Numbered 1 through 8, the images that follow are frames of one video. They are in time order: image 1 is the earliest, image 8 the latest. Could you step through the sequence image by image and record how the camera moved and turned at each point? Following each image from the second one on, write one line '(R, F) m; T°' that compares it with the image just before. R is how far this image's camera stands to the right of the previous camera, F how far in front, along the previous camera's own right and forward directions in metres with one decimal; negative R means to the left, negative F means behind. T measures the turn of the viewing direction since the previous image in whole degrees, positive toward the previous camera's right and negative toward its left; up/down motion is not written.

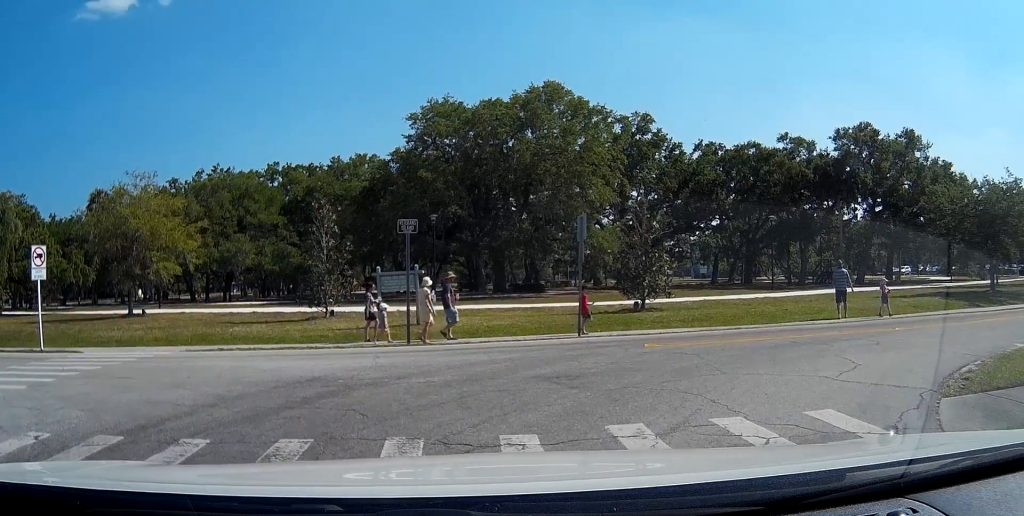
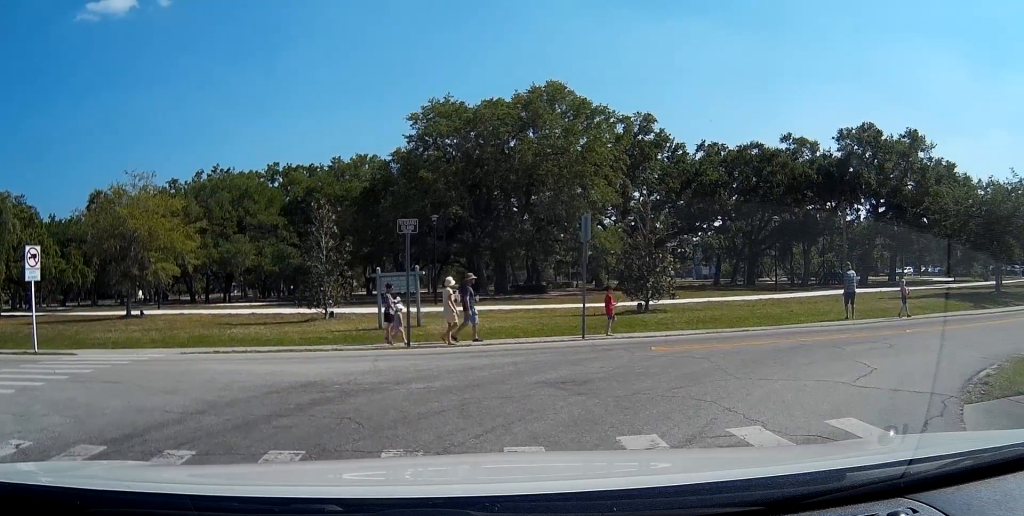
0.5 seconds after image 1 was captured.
(0.0, +0.2) m; 0°
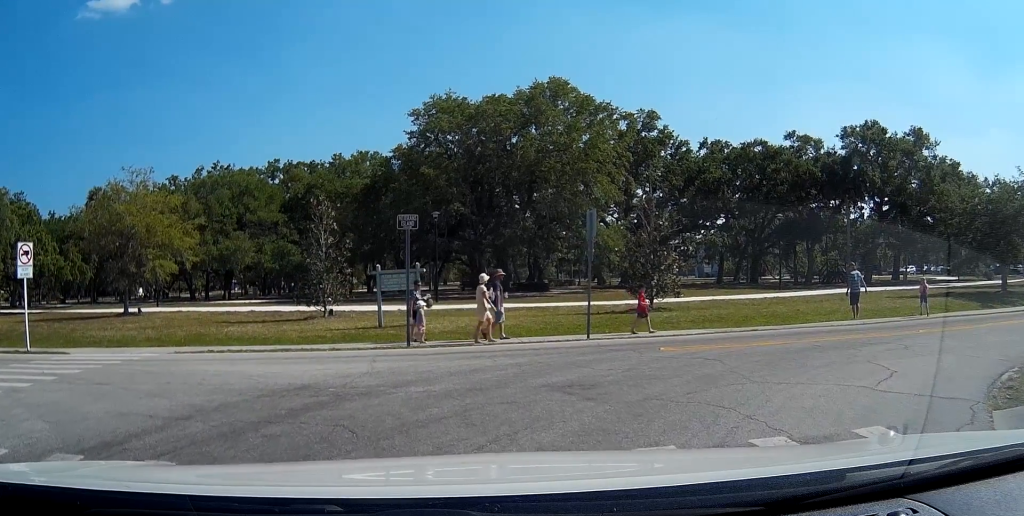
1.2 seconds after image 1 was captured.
(0.0, +0.1) m; 0°
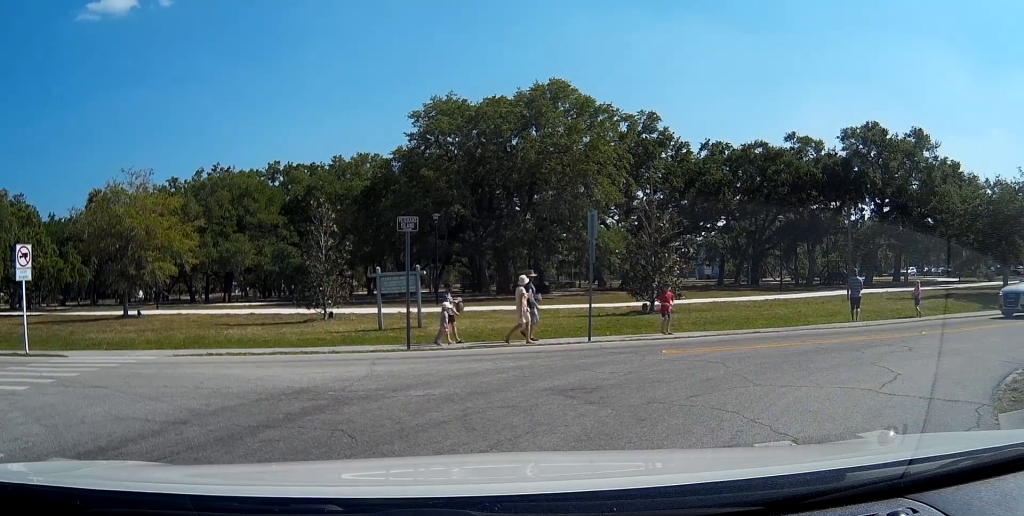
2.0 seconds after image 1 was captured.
(0.0, +0.1) m; 0°
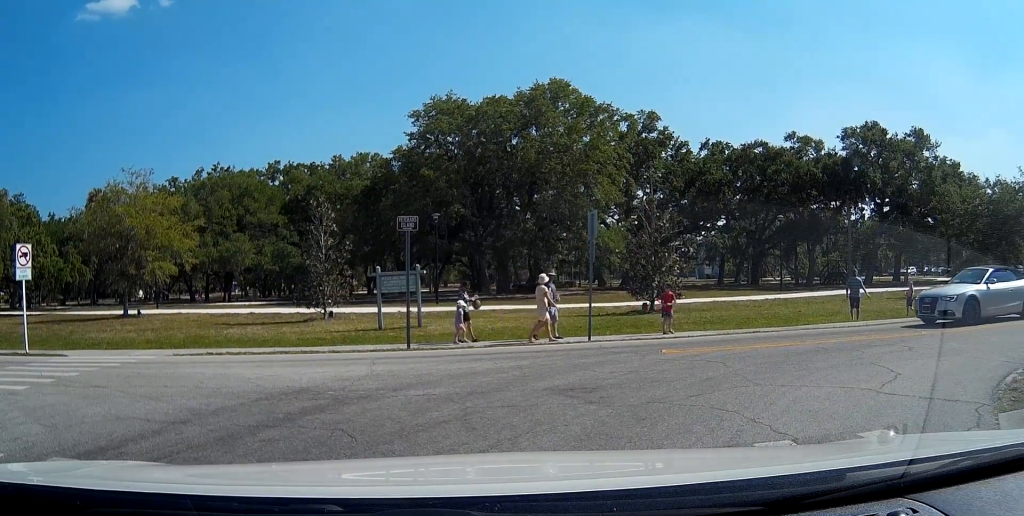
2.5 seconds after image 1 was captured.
(0.0, 0.0) m; 0°
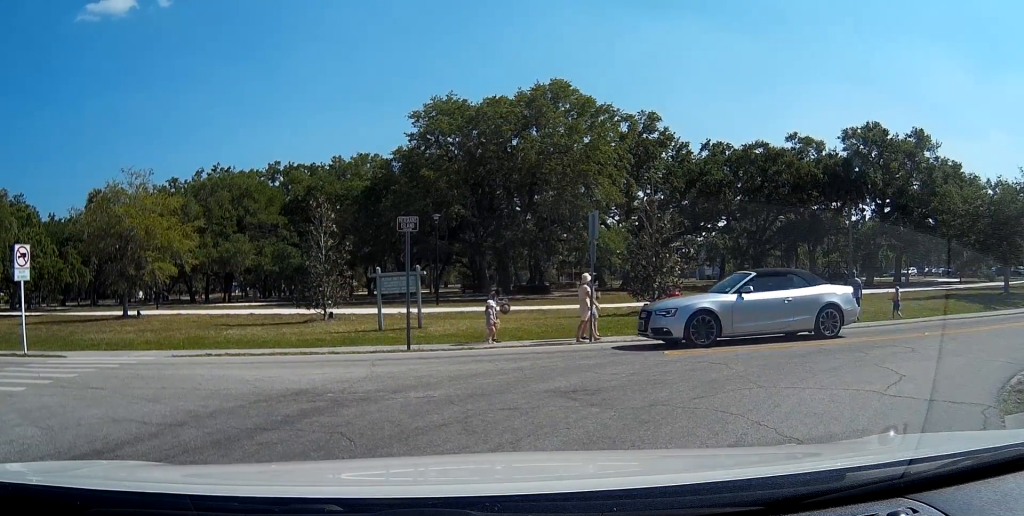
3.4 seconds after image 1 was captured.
(0.0, +0.5) m; 0°
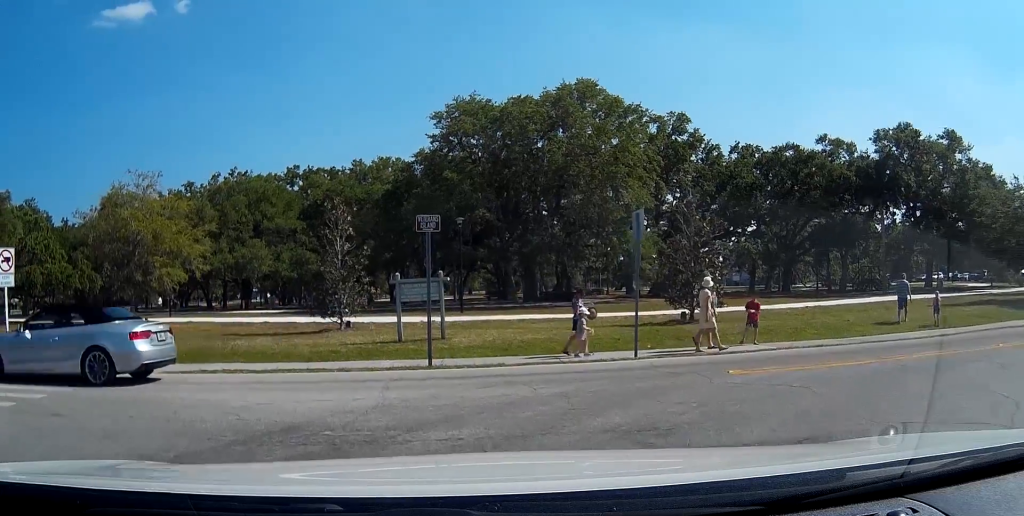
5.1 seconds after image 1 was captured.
(-0.7, +3.2) m; -22°
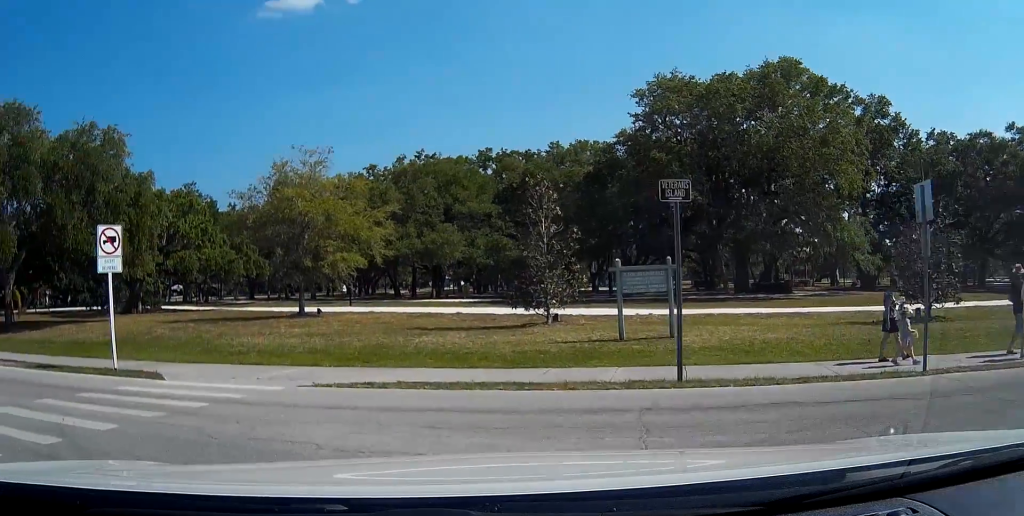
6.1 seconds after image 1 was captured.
(-0.6, +4.1) m; -18°
